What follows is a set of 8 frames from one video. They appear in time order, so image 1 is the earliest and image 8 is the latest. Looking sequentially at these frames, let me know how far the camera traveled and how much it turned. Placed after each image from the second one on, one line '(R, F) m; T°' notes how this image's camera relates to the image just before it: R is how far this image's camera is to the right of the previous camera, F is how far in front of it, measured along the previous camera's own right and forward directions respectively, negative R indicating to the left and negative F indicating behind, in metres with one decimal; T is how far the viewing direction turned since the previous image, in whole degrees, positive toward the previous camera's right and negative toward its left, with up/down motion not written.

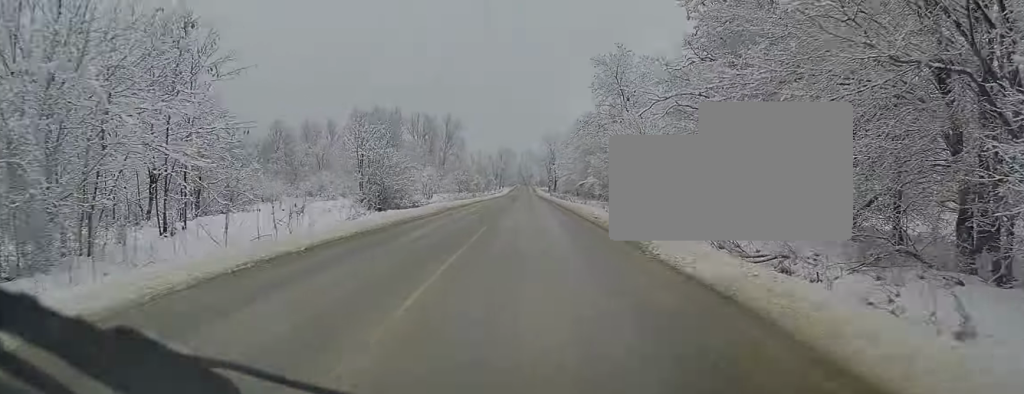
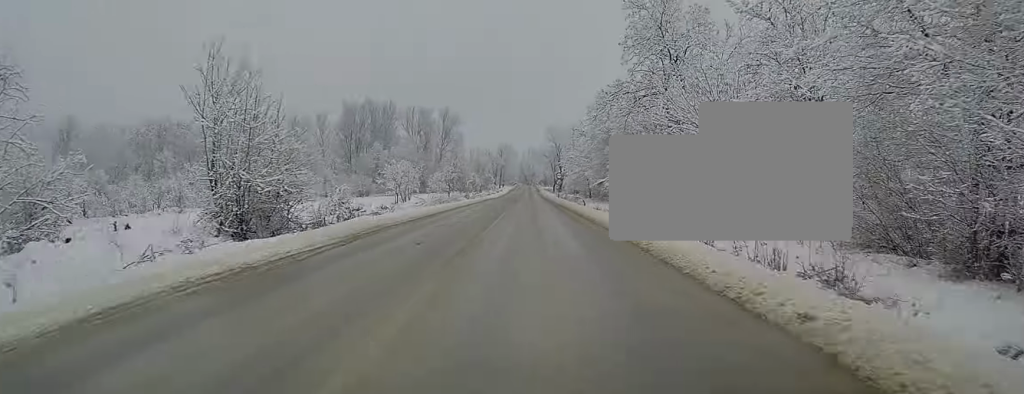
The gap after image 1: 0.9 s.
(+0.2, +19.5) m; 0°
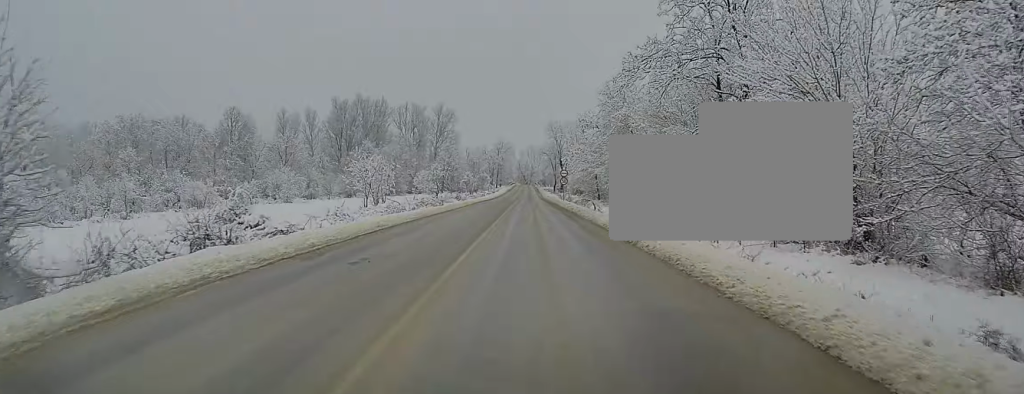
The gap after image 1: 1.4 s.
(0.0, +12.8) m; 0°
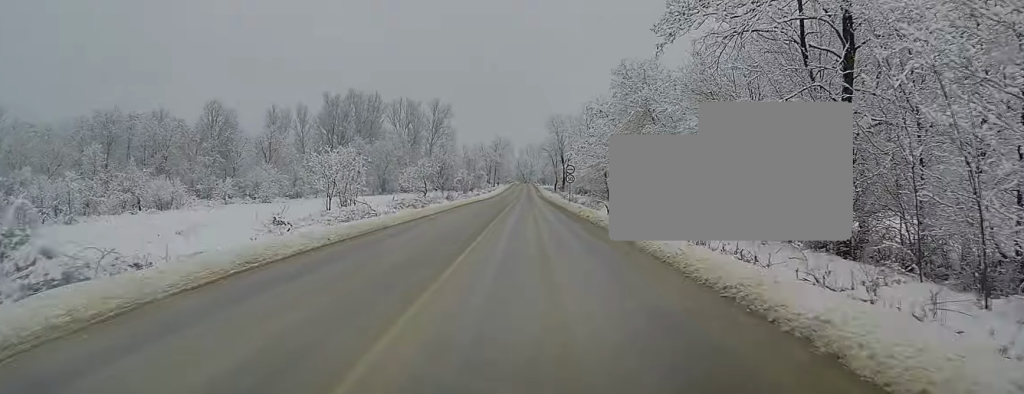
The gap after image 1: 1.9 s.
(0.0, +10.5) m; 0°
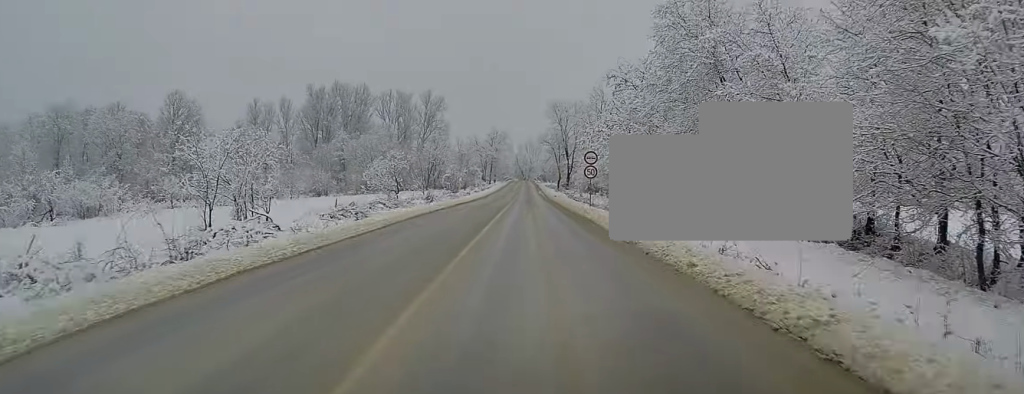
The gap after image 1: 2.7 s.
(-0.1, +18.1) m; 0°
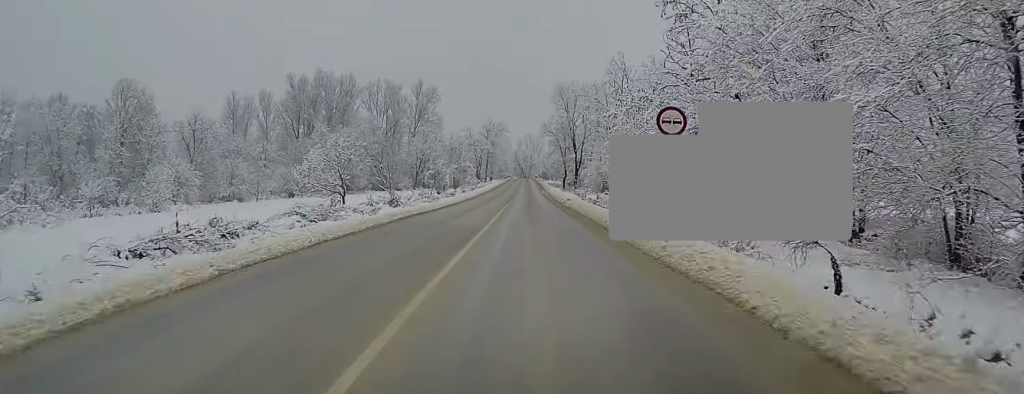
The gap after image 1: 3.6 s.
(0.0, +20.3) m; 0°
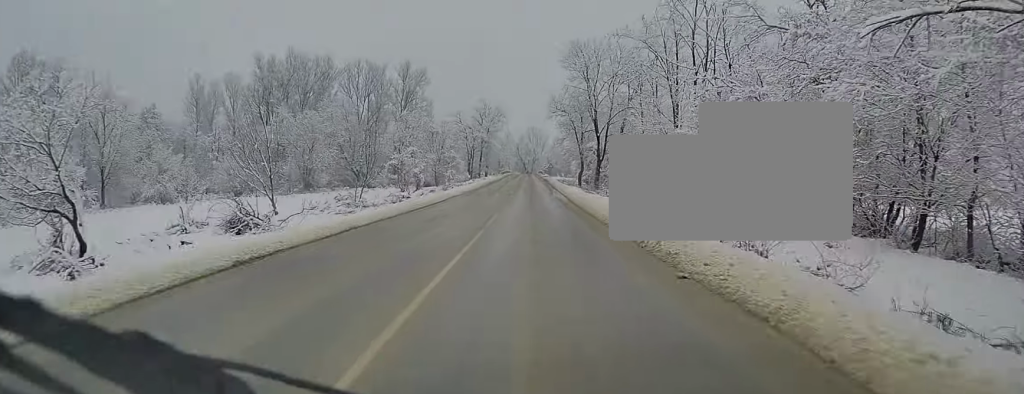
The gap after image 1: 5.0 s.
(-0.1, +30.6) m; 0°
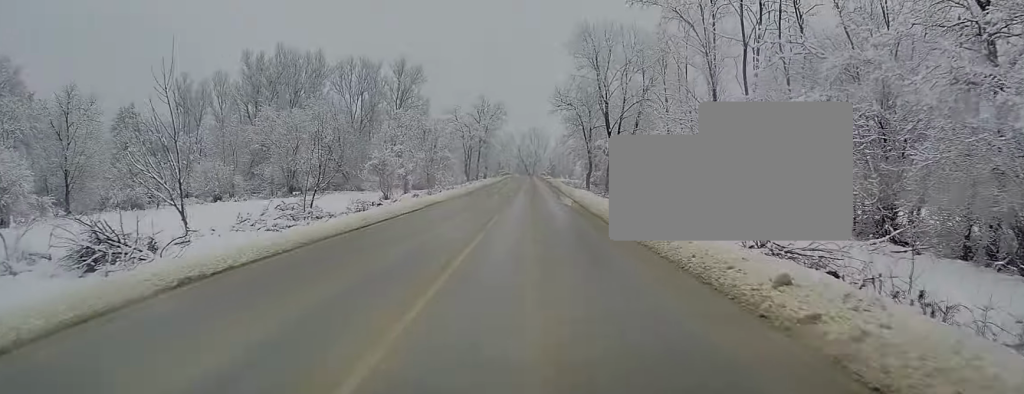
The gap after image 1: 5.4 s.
(0.0, +9.6) m; 0°
